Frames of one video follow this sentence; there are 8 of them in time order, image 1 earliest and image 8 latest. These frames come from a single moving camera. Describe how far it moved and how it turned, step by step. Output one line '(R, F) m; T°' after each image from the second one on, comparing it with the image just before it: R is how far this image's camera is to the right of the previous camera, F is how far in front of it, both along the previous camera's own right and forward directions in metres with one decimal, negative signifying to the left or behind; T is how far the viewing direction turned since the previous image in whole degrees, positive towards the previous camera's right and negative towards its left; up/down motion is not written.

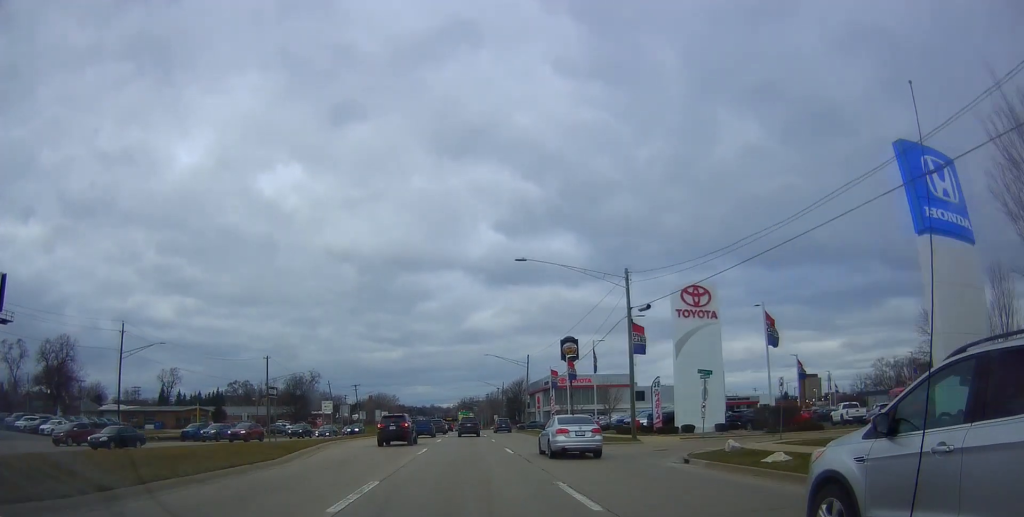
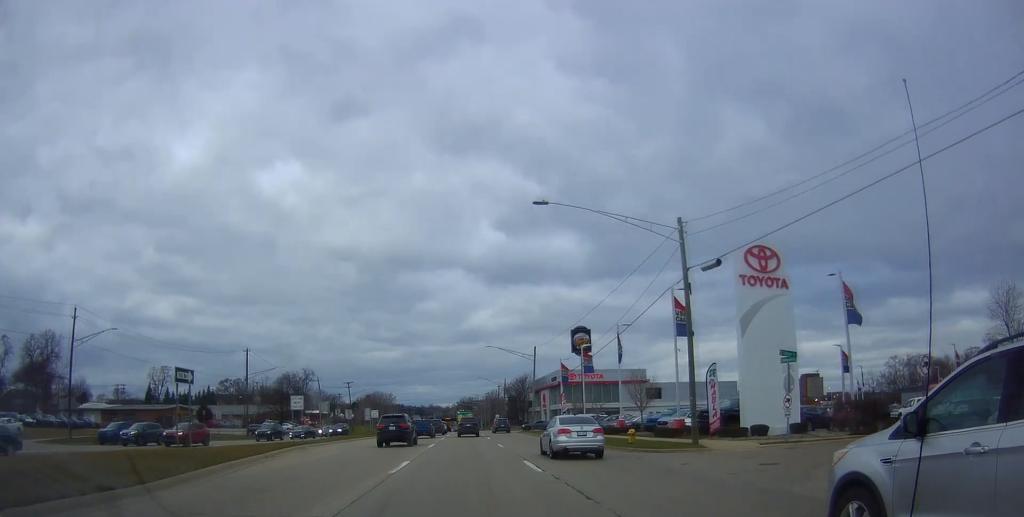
(-0.2, +8.5) m; 0°
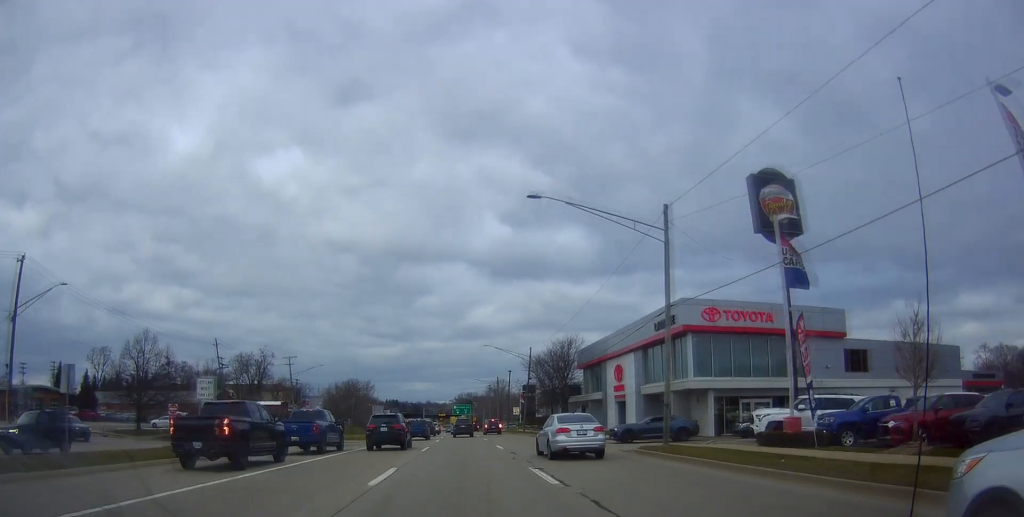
(+0.7, +48.4) m; 0°
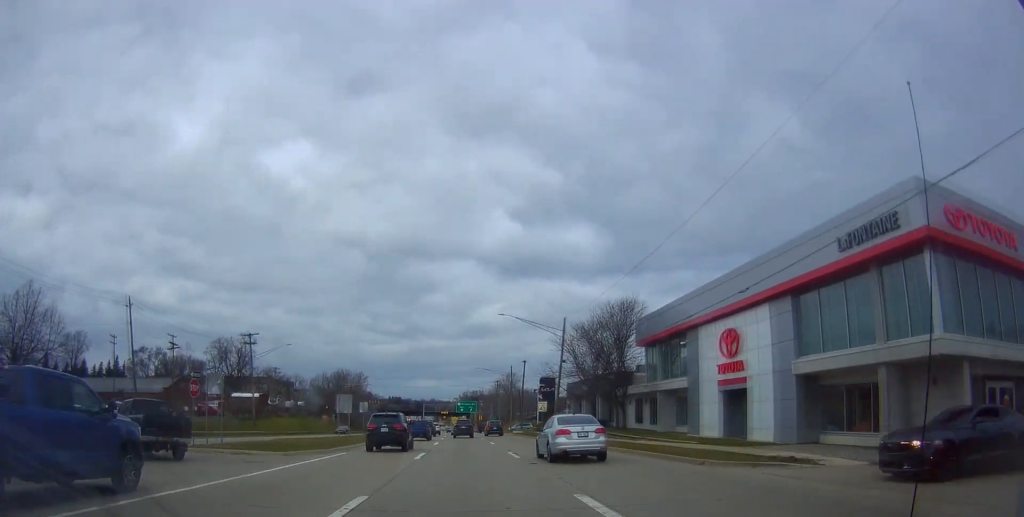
(+0.4, +20.9) m; +1°
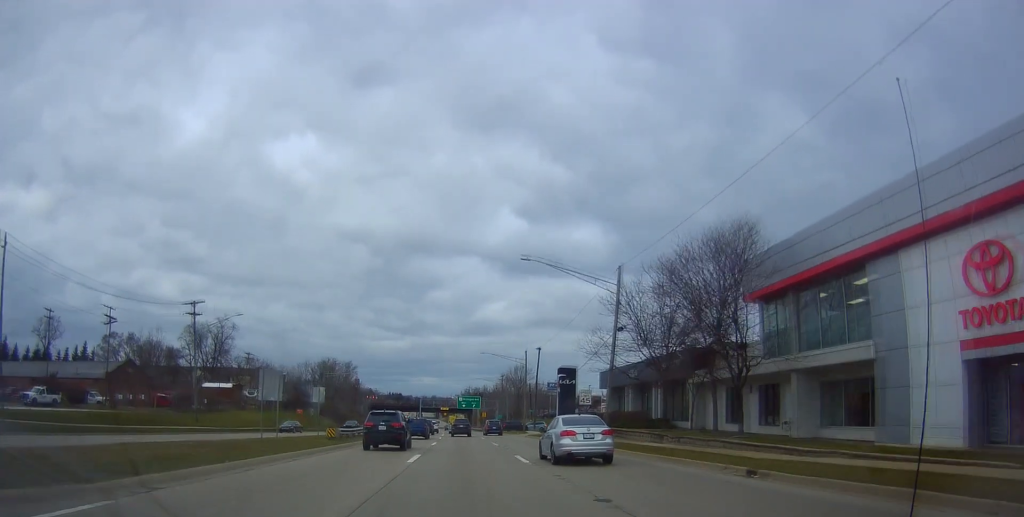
(-0.1, +18.2) m; 0°
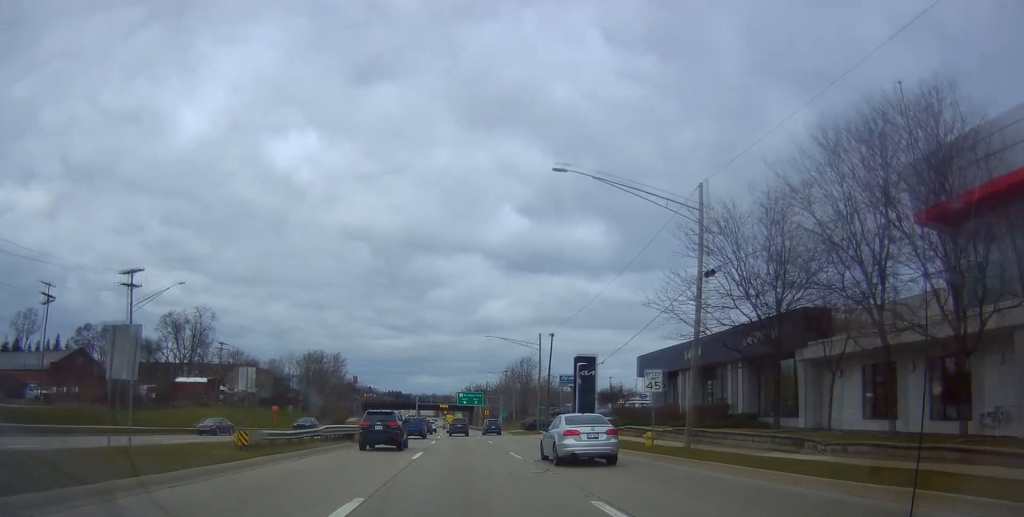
(+0.1, +13.1) m; 0°
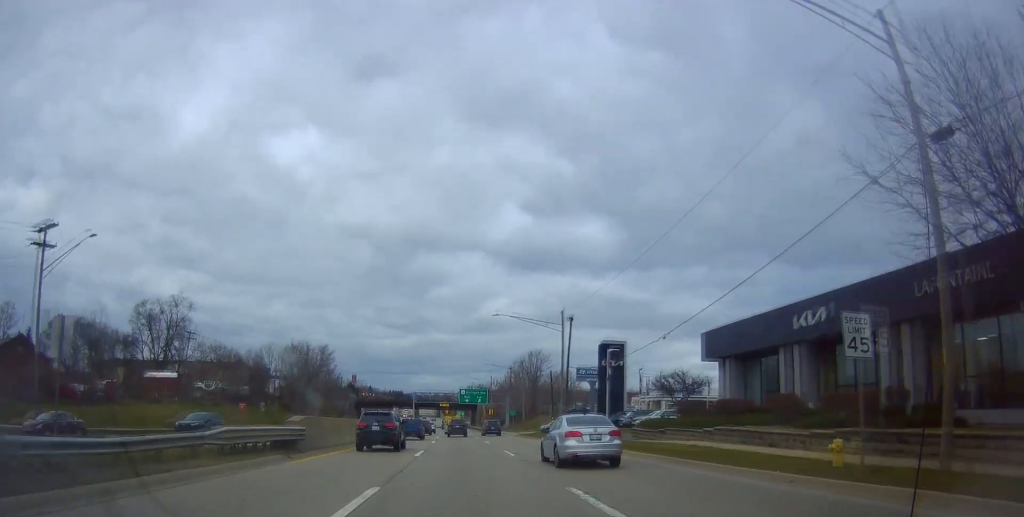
(+0.2, +13.2) m; -1°
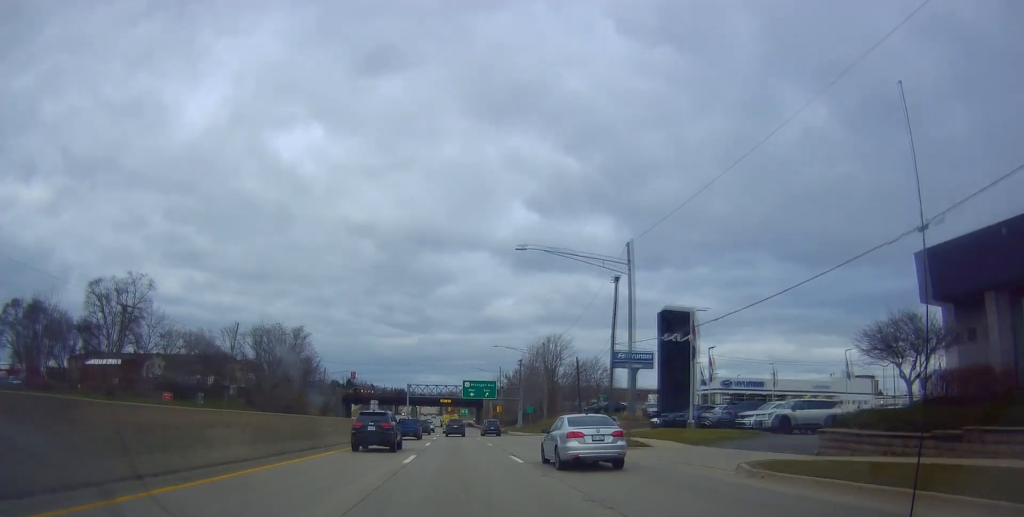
(-0.7, +19.5) m; -2°
